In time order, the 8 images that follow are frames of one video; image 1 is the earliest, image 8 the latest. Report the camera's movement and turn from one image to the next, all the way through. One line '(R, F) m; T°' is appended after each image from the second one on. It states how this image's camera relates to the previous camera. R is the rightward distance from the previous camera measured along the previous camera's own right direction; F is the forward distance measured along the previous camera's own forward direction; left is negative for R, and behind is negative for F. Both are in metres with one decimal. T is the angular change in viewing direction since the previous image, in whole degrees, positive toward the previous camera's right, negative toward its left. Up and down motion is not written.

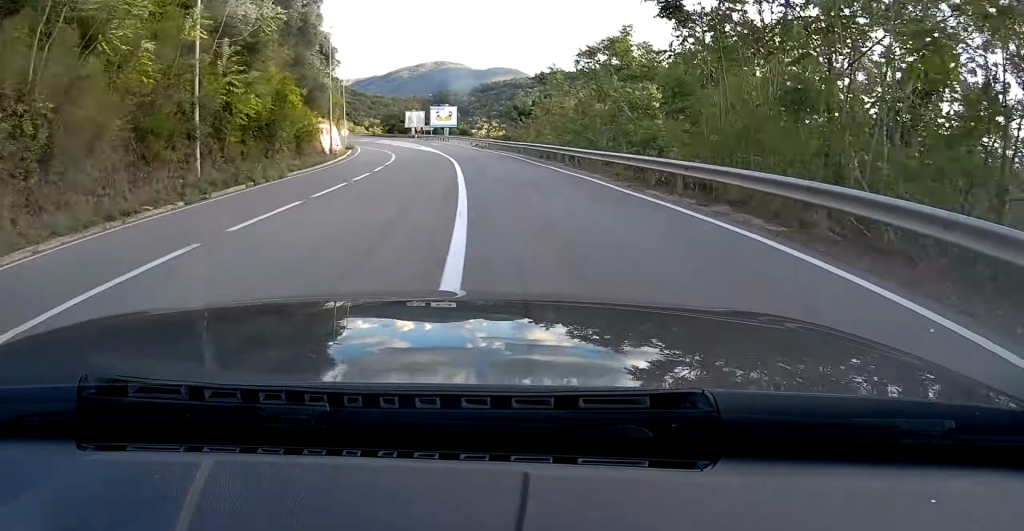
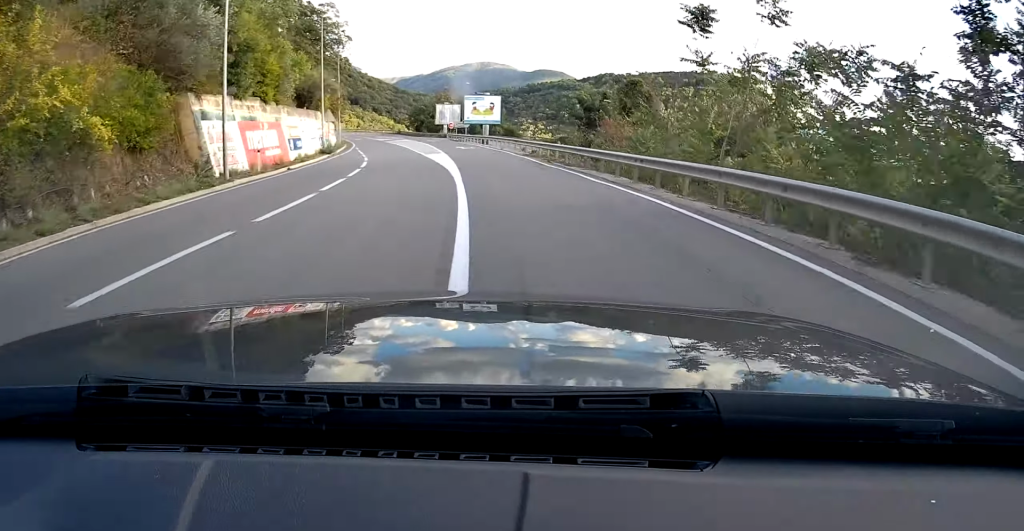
(-2.3, +28.3) m; -5°
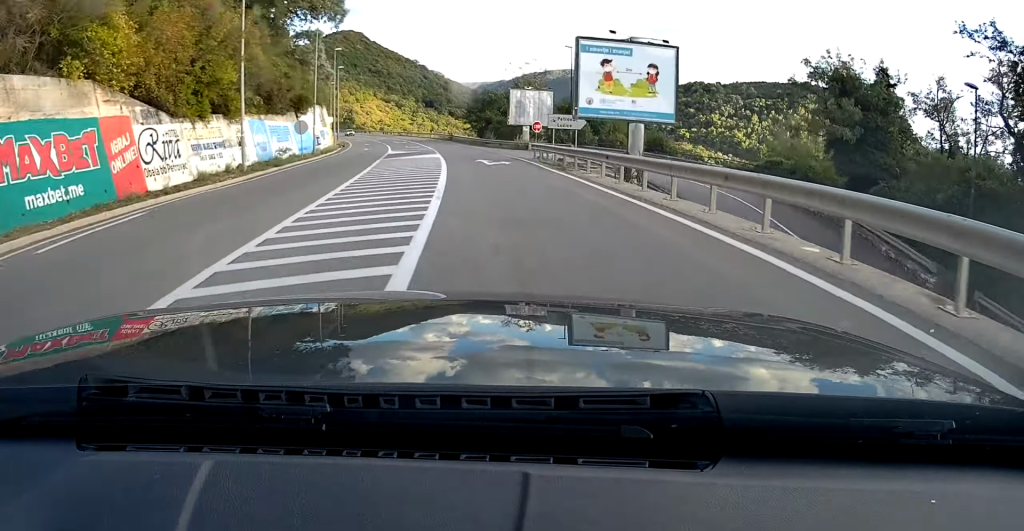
(-3.2, +47.2) m; -7°
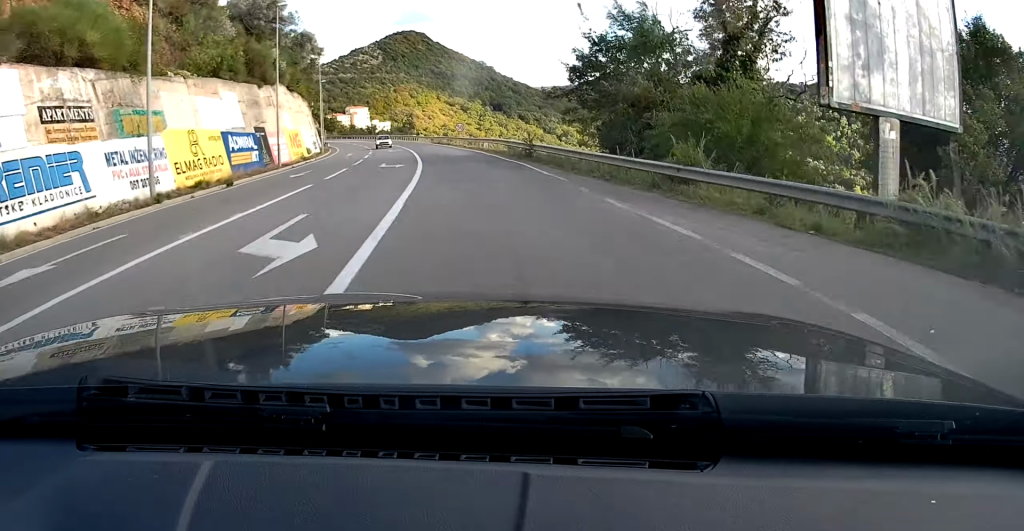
(-2.6, +48.7) m; -7°
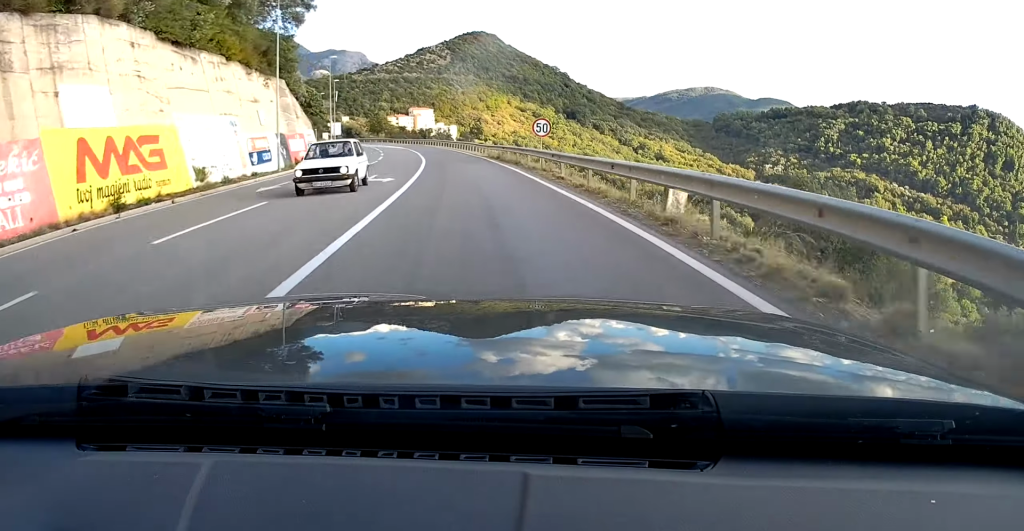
(-0.1, +33.4) m; -5°
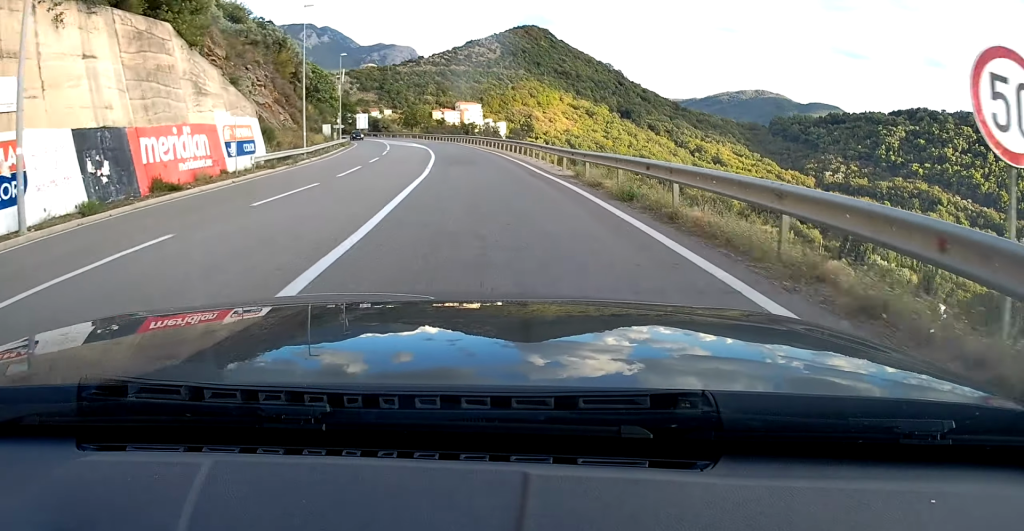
(-2.0, +25.1) m; -5°
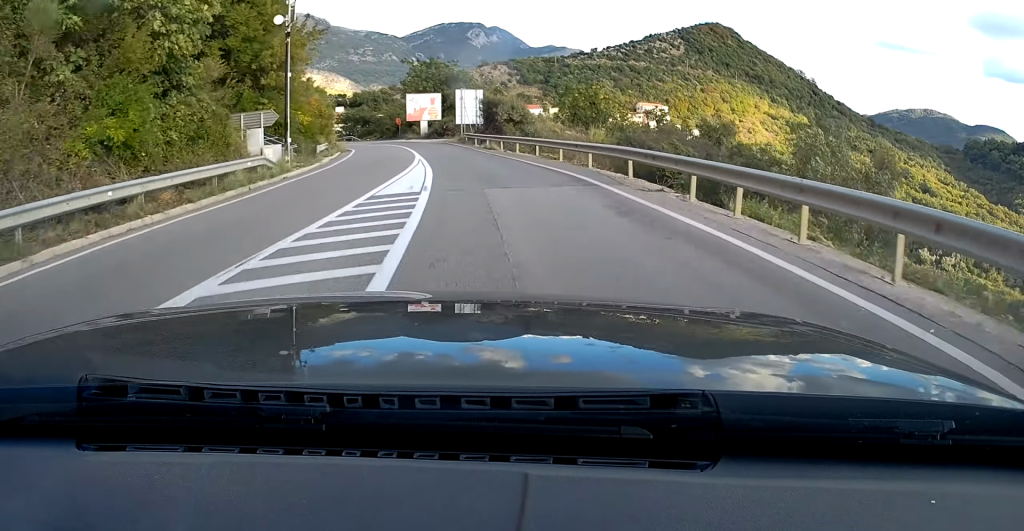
(-9.6, +74.8) m; -17°
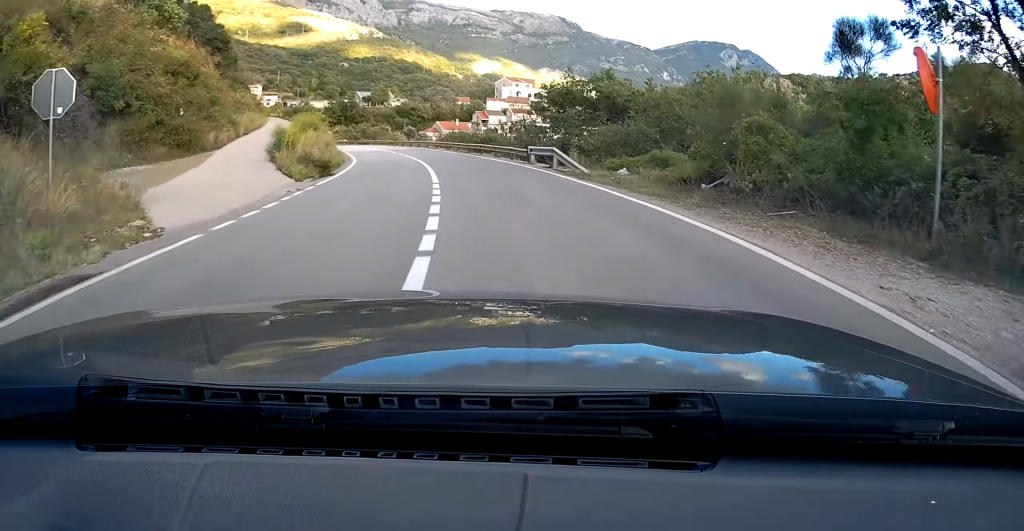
(-14.2, +74.8) m; -20°
